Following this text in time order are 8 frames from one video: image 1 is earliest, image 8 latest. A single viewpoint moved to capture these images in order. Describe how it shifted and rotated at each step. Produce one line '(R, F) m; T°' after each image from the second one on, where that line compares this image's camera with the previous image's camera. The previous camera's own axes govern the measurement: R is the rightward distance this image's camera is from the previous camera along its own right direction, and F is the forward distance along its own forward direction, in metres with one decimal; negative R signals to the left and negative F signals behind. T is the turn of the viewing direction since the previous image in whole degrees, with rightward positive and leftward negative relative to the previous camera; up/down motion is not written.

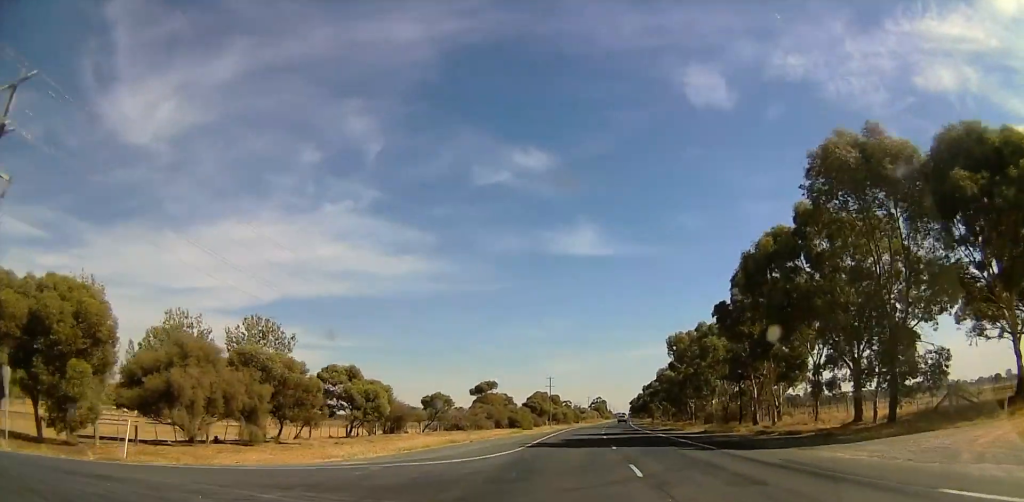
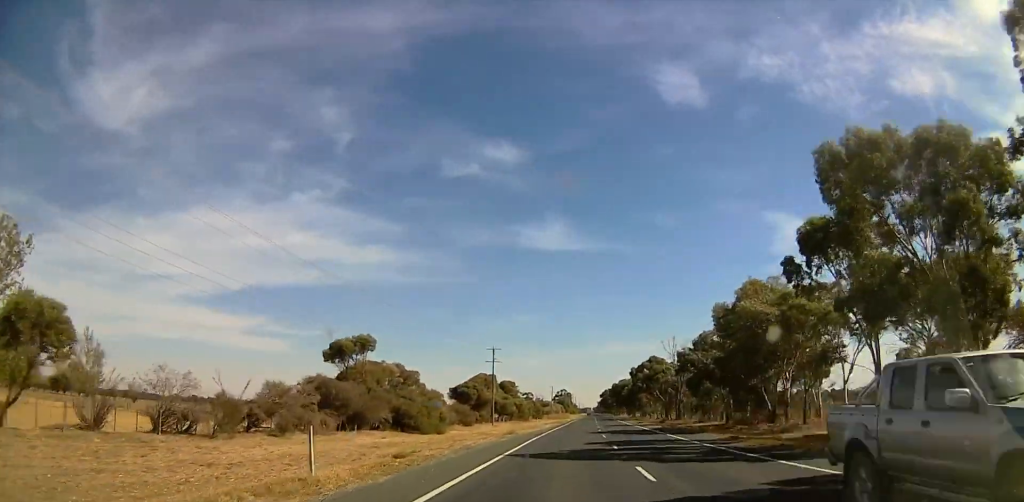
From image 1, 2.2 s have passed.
(+0.4, +51.3) m; +1°
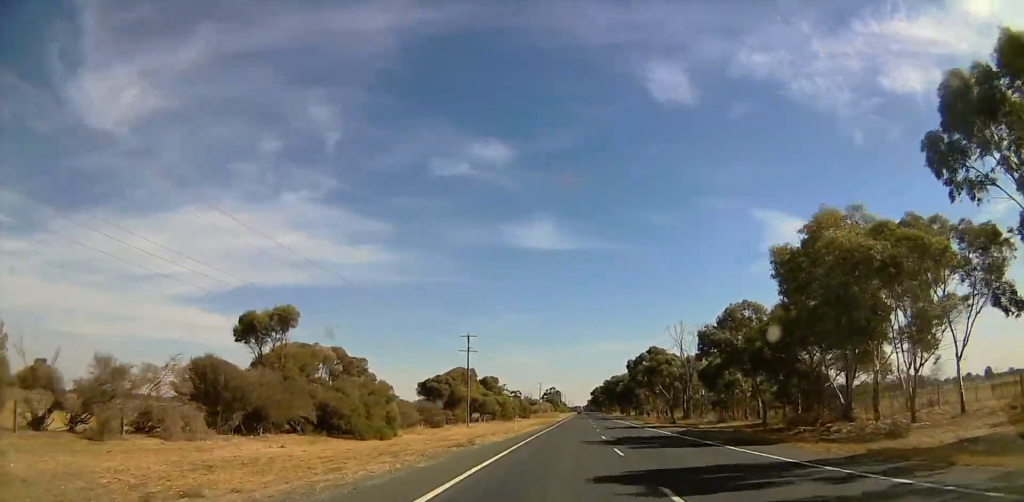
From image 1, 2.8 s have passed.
(0.0, +14.5) m; 0°
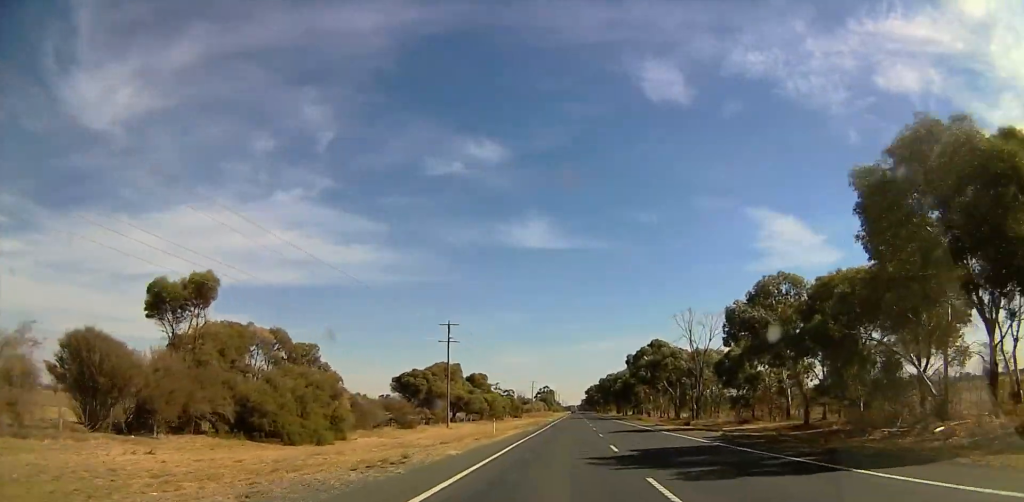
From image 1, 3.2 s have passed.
(0.0, +10.0) m; +1°
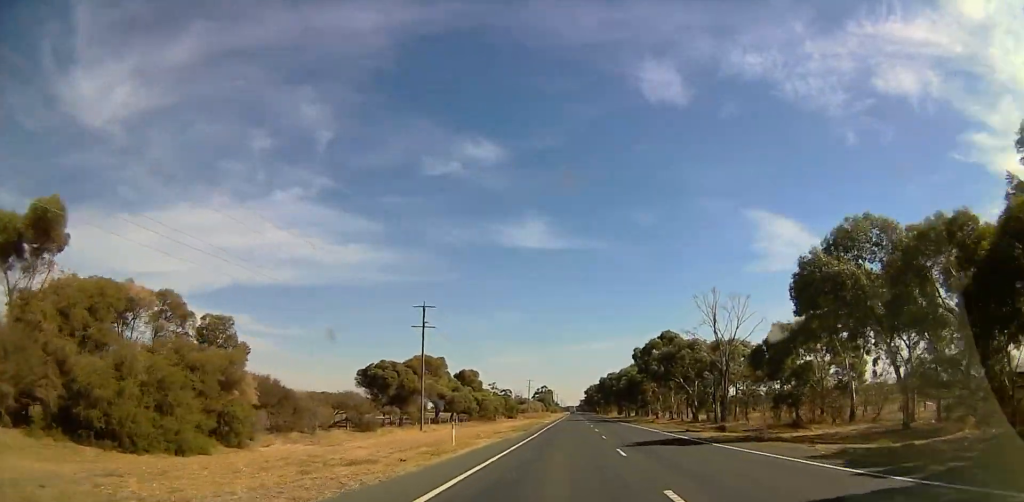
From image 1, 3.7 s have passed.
(-0.2, +12.7) m; +2°
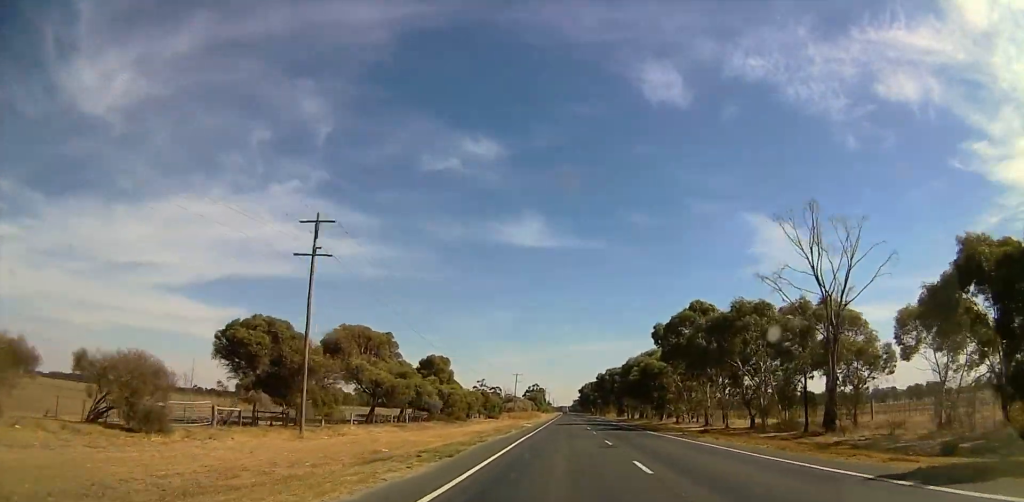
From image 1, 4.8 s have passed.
(+1.2, +28.1) m; +2°
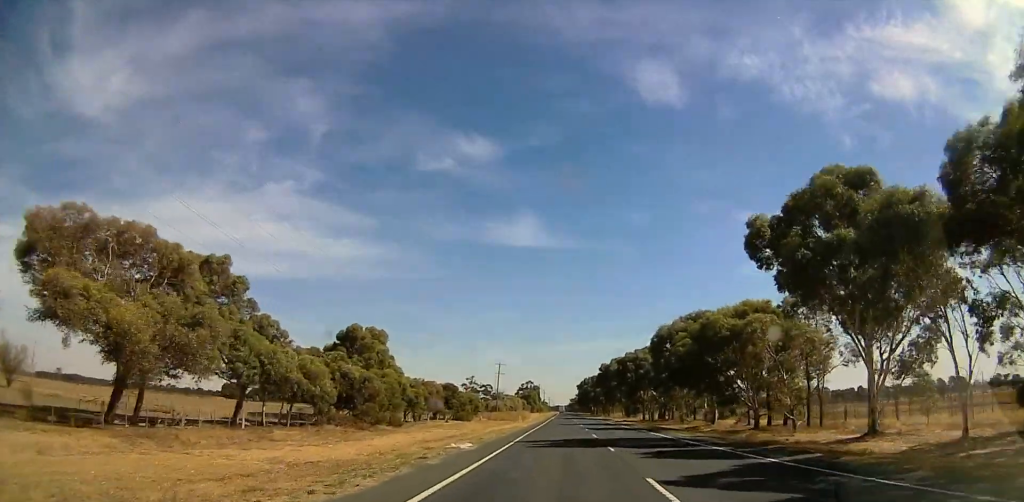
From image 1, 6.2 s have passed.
(-0.7, +39.8) m; -1°
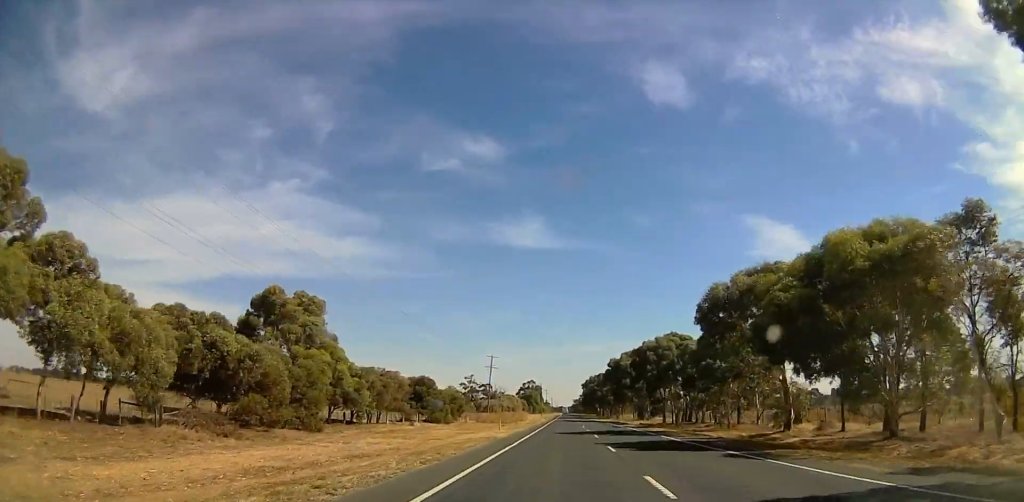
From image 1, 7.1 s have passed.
(0.0, +22.5) m; +1°
